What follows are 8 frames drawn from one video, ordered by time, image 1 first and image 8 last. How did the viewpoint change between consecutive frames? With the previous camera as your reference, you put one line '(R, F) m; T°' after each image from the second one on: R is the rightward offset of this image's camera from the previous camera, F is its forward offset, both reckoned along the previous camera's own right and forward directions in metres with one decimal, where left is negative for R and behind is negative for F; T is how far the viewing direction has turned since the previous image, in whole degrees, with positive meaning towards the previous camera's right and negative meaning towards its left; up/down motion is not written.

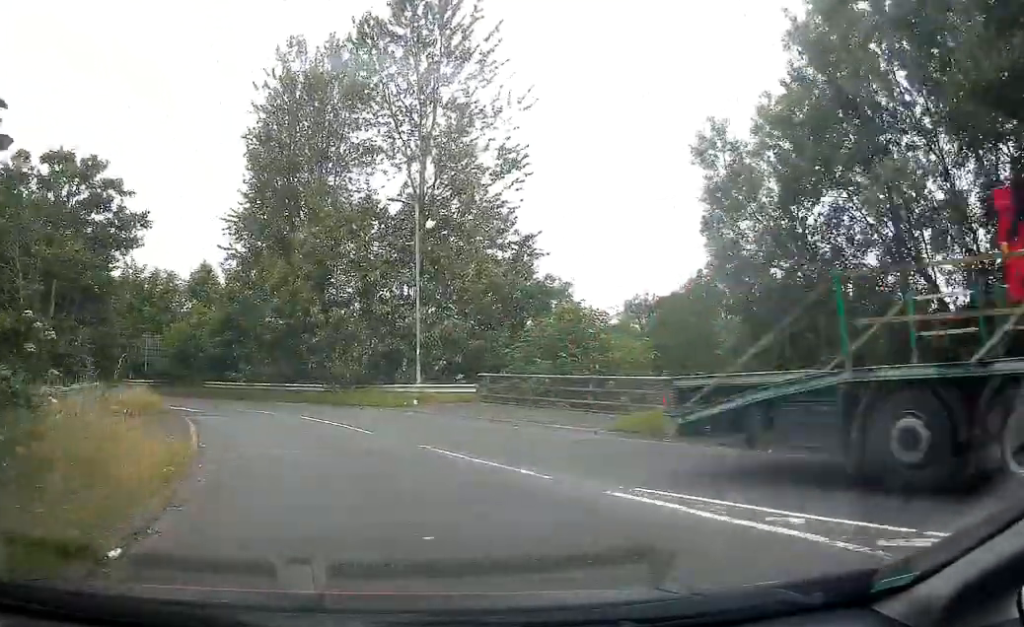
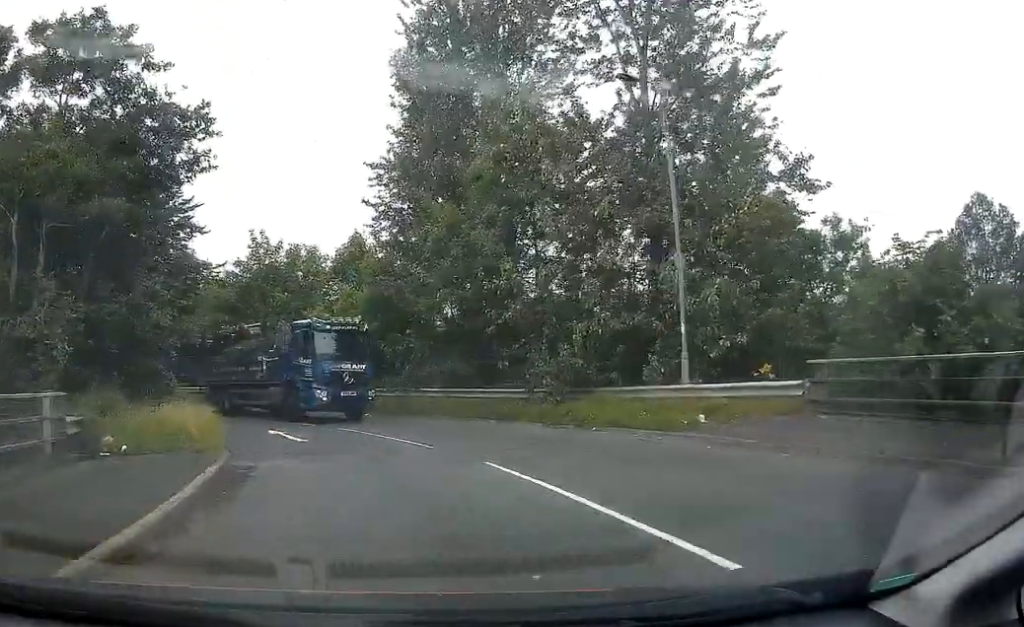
(-2.7, +8.8) m; -18°
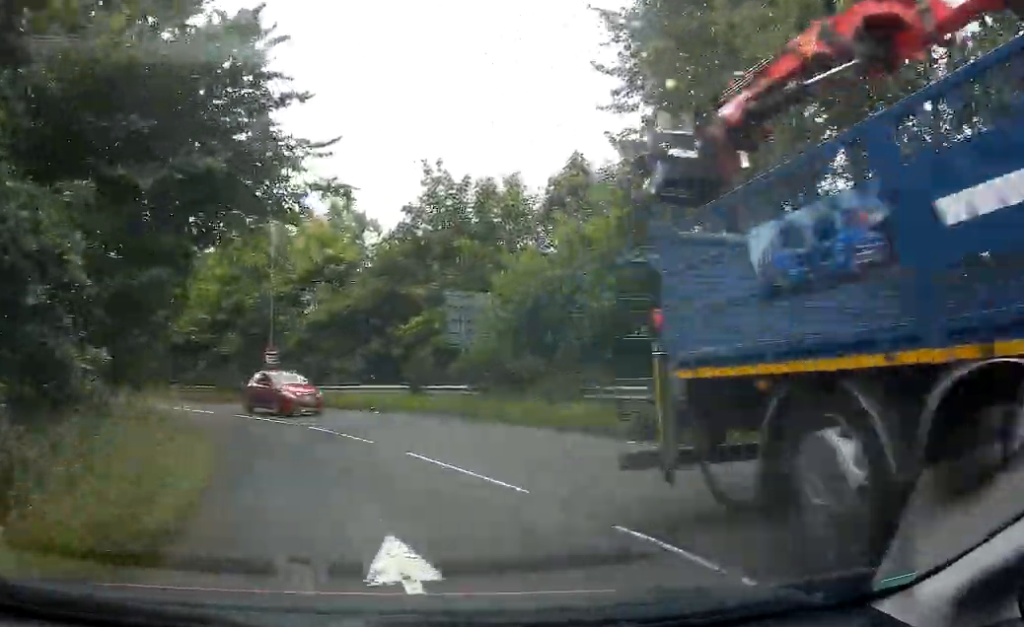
(+2.3, +13.2) m; +11°
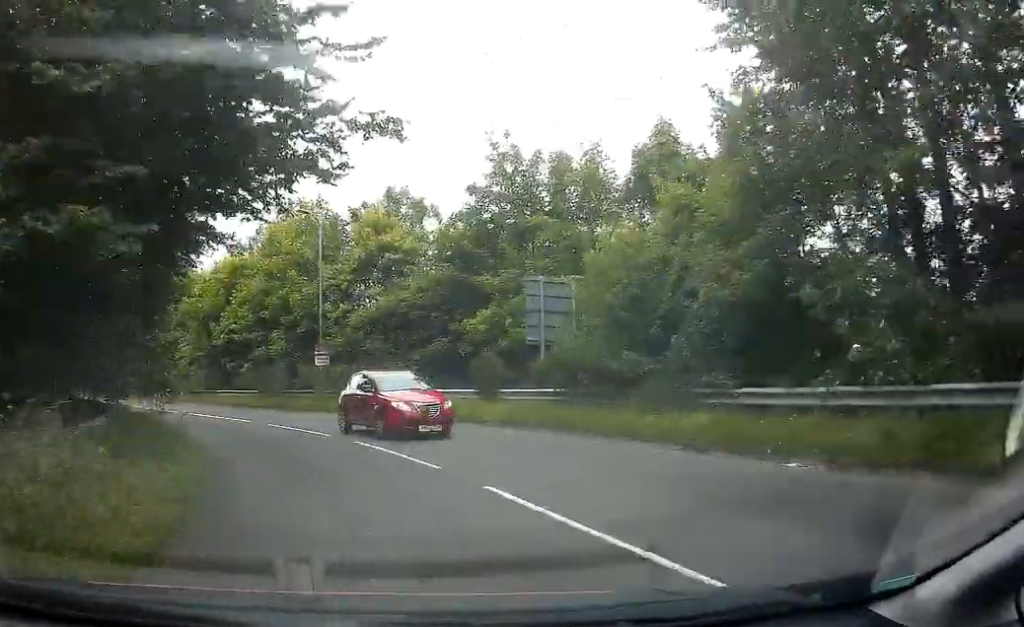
(-0.6, +4.4) m; -6°
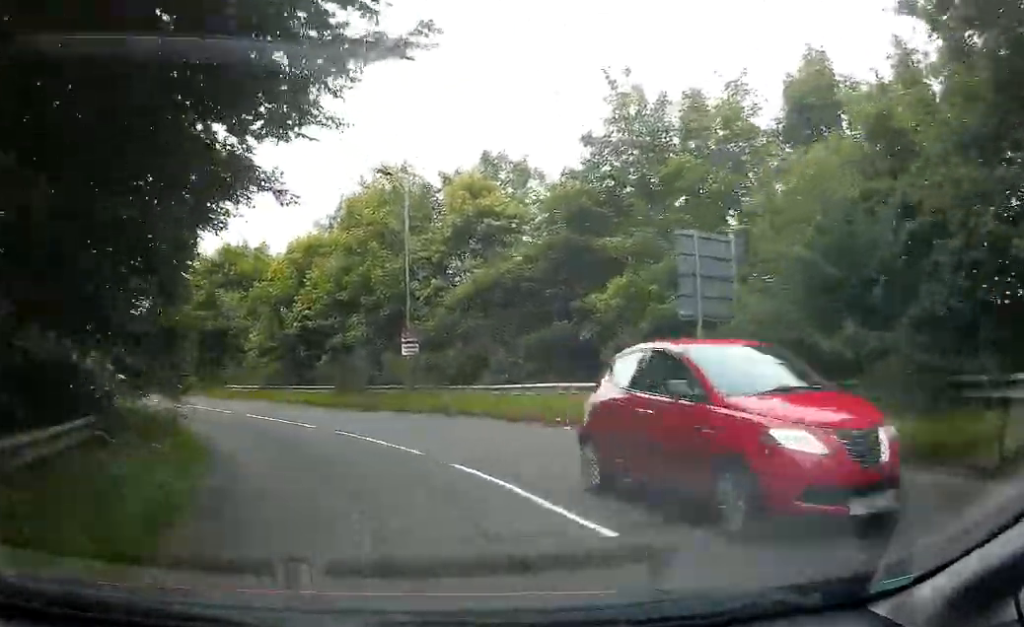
(-0.3, +5.4) m; -9°
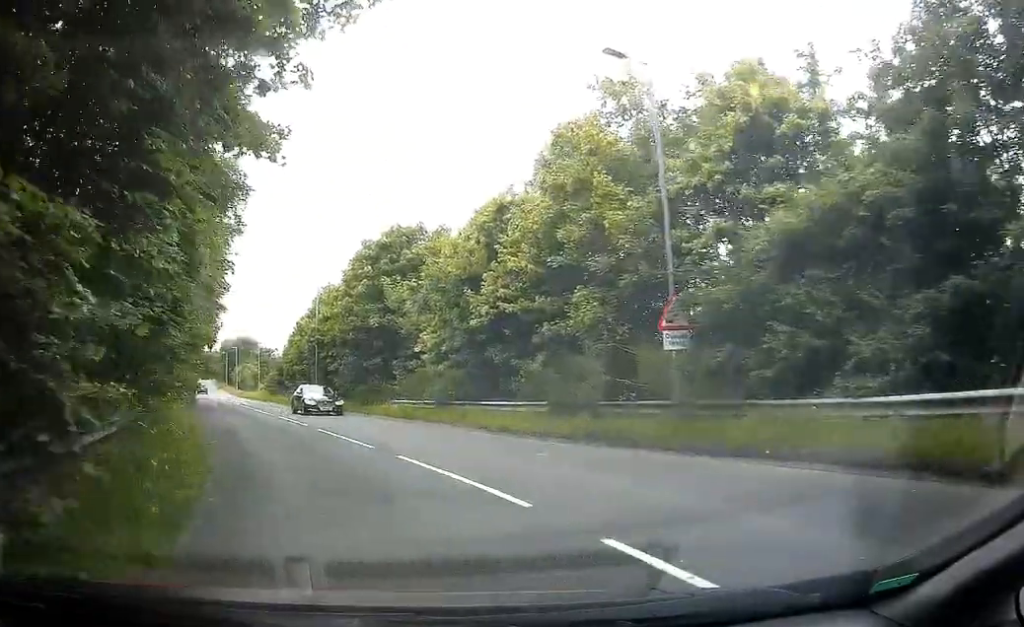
(-1.7, +11.0) m; -14°
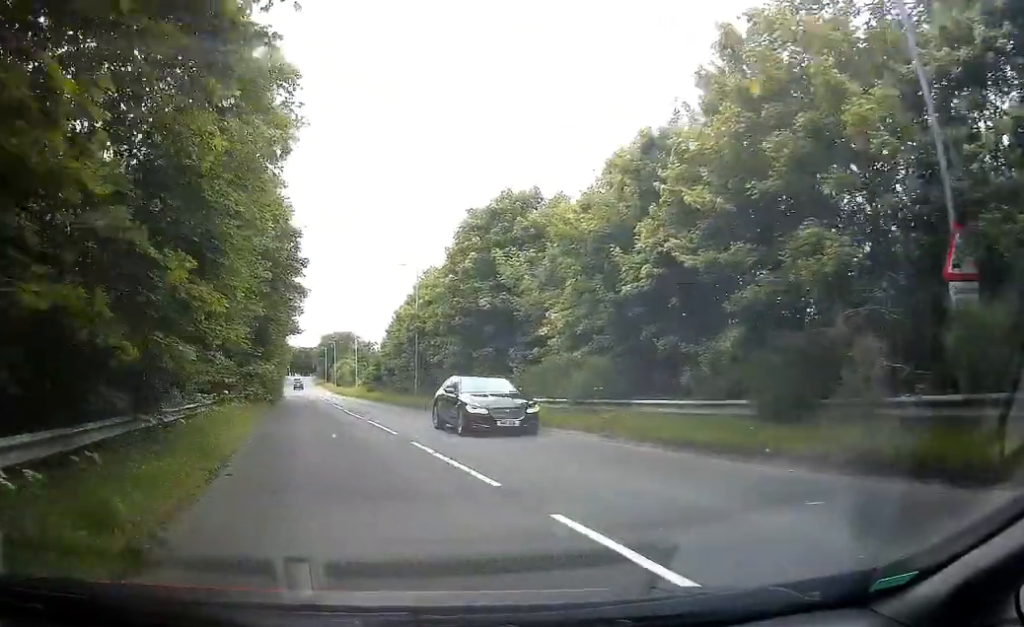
(-0.5, +6.3) m; -6°
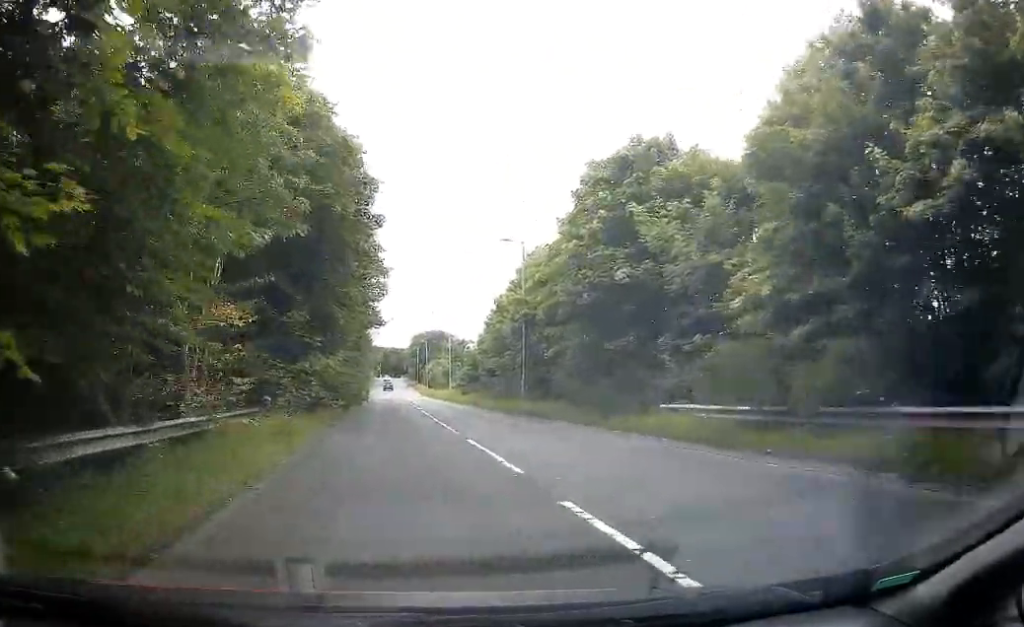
(-0.4, +7.3) m; -7°
